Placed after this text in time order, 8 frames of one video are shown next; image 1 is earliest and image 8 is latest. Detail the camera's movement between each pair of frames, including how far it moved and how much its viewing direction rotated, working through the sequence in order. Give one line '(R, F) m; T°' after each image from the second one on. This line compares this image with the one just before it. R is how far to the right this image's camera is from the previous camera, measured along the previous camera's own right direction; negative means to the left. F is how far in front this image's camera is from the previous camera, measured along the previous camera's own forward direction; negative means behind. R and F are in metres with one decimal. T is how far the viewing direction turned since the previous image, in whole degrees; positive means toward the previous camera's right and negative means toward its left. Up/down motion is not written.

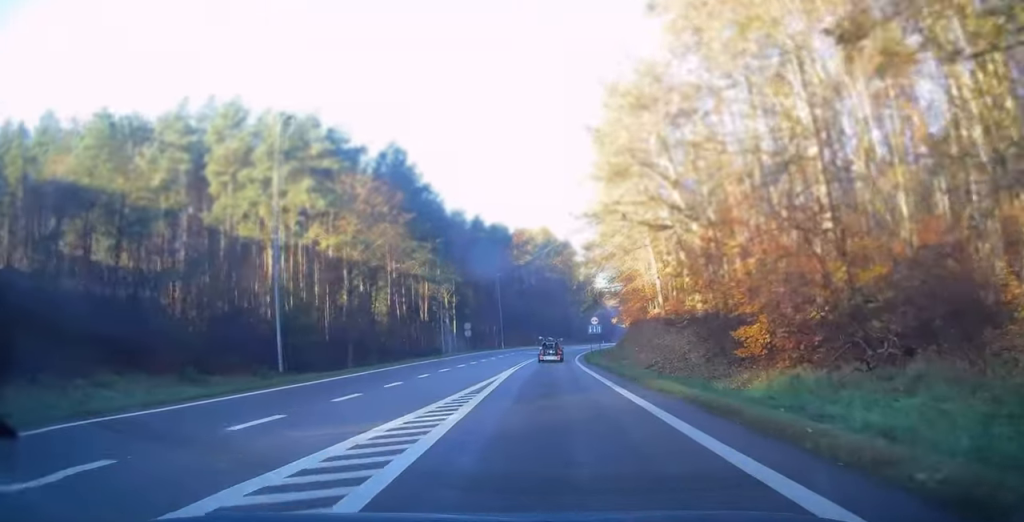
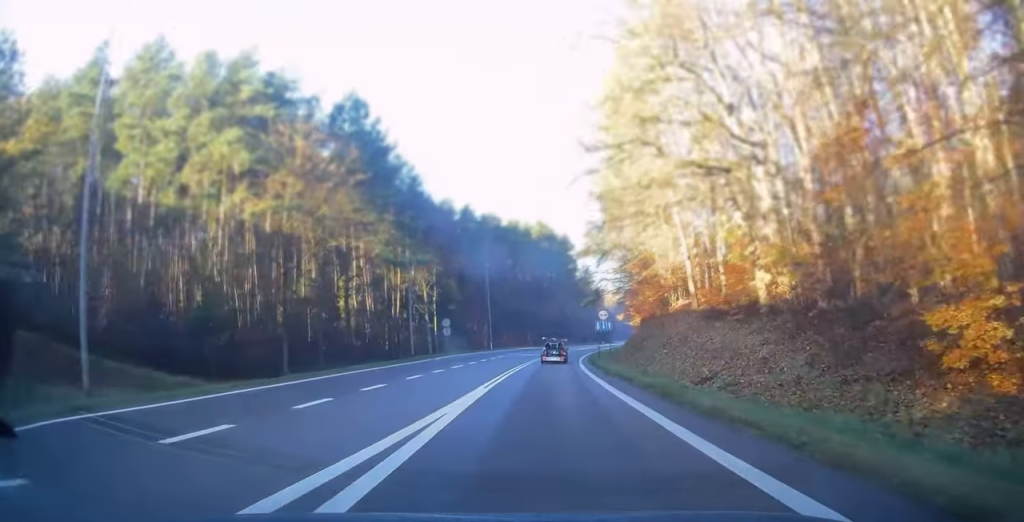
(0.0, +12.1) m; +1°
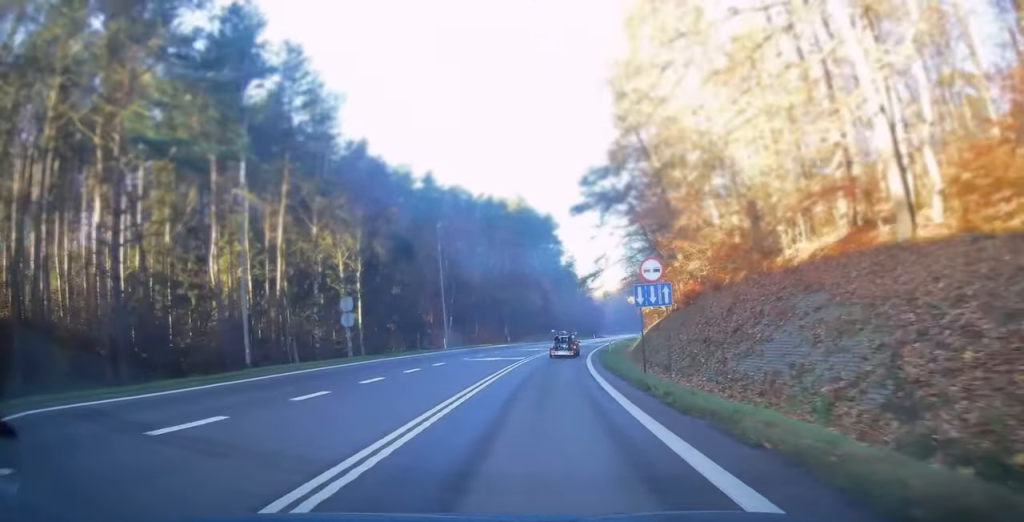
(+0.5, +25.3) m; +3°
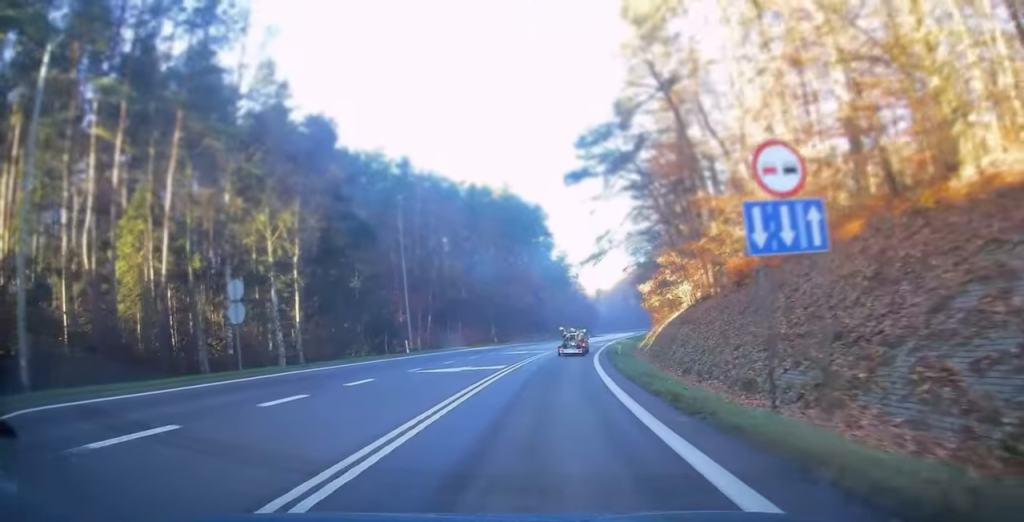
(+0.2, +11.5) m; +1°
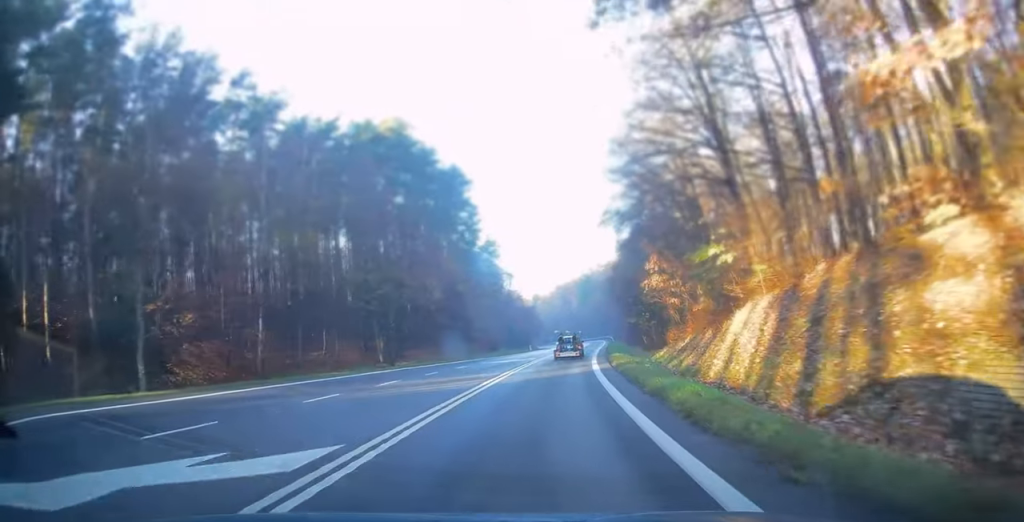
(+1.2, +38.7) m; +5°
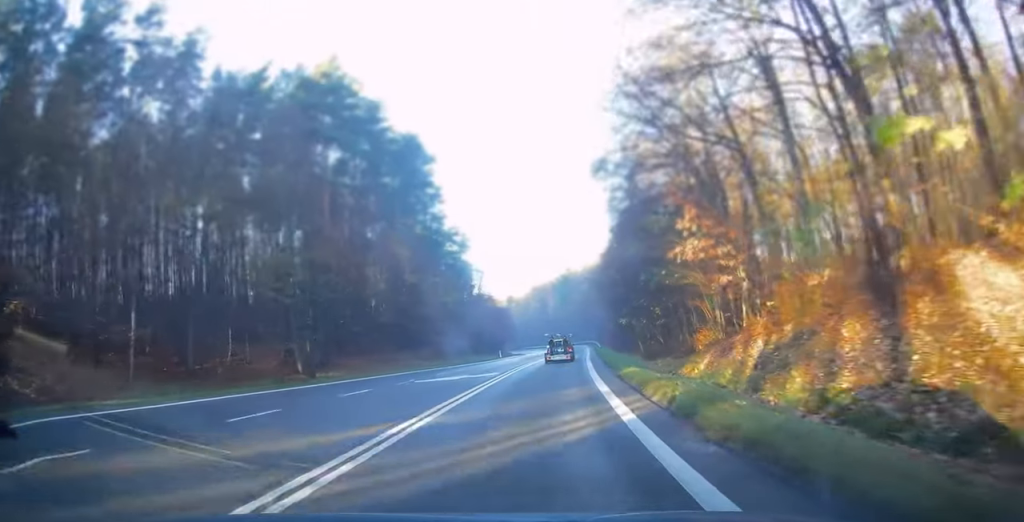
(+0.5, +15.0) m; +3°
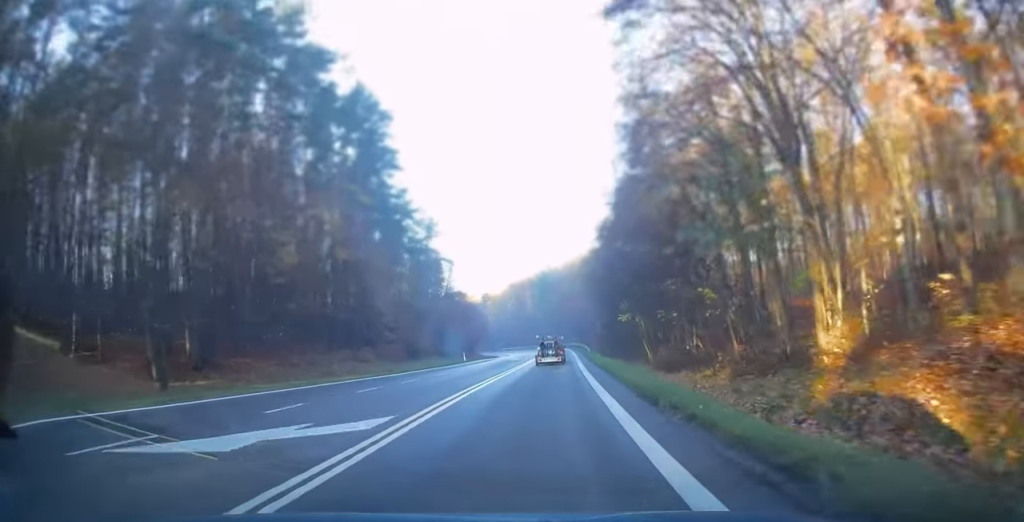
(+0.3, +16.3) m; +2°
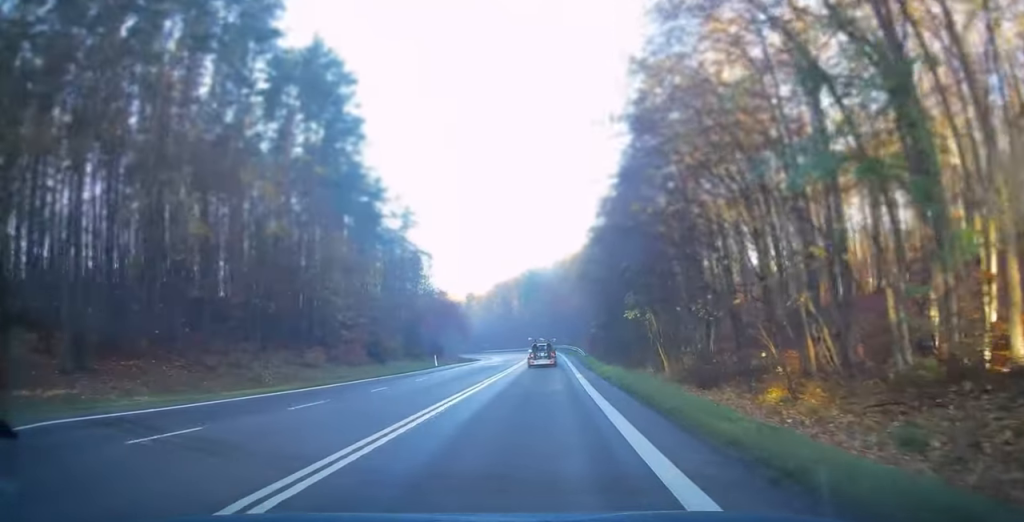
(+0.3, +10.6) m; +1°
